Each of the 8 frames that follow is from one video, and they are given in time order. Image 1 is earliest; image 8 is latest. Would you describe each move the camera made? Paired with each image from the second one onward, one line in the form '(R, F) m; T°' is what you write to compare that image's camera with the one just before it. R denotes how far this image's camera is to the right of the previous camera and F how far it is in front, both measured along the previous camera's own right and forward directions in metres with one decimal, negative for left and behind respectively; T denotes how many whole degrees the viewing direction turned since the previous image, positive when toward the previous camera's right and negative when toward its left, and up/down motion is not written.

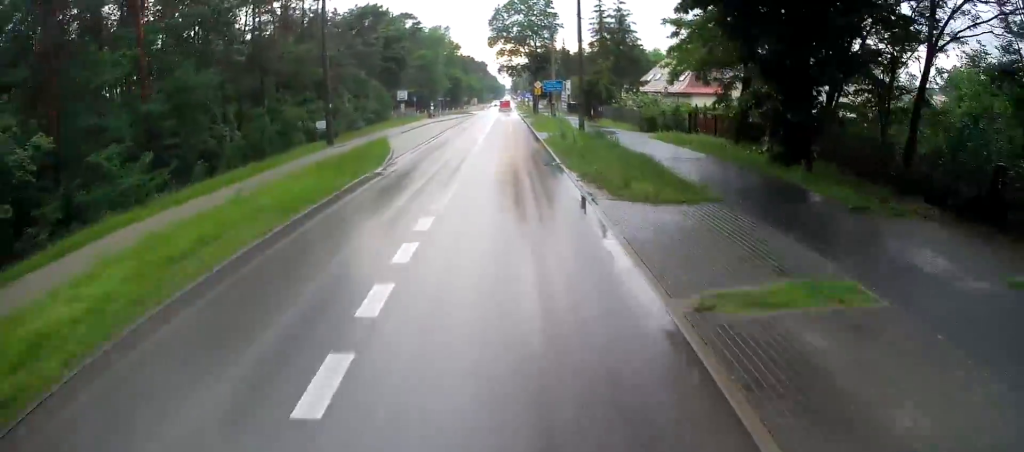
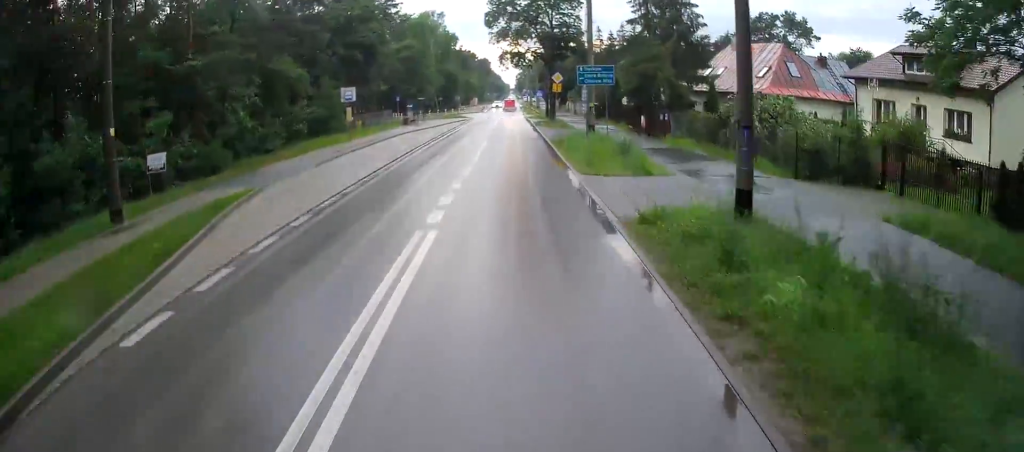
(-0.2, +20.8) m; +1°
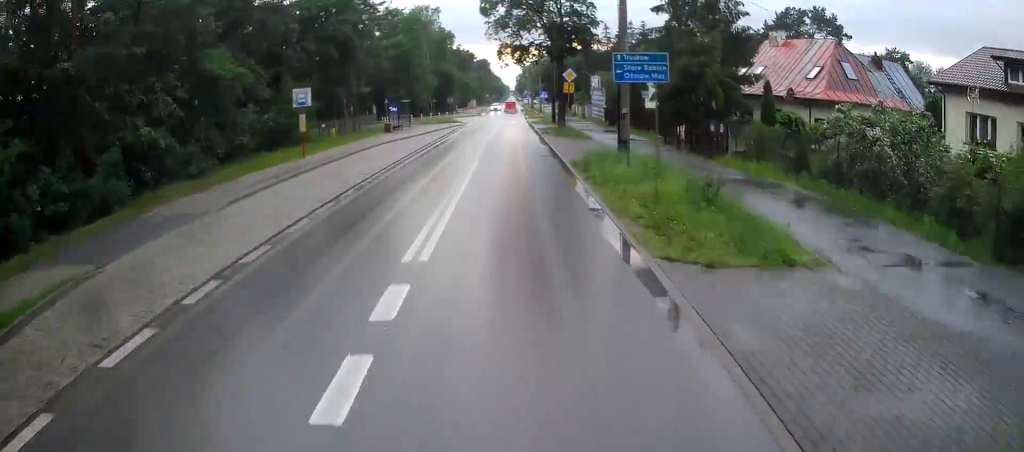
(+0.3, +8.6) m; 0°
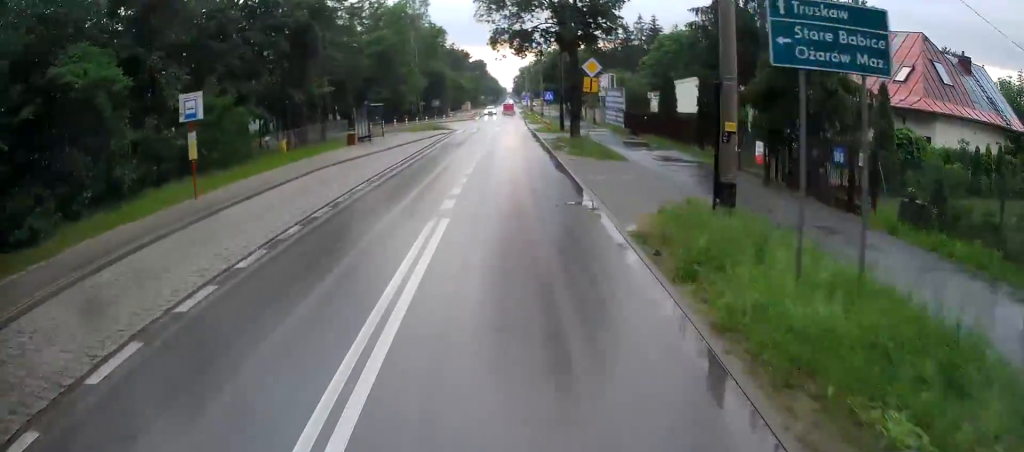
(+0.1, +10.4) m; 0°
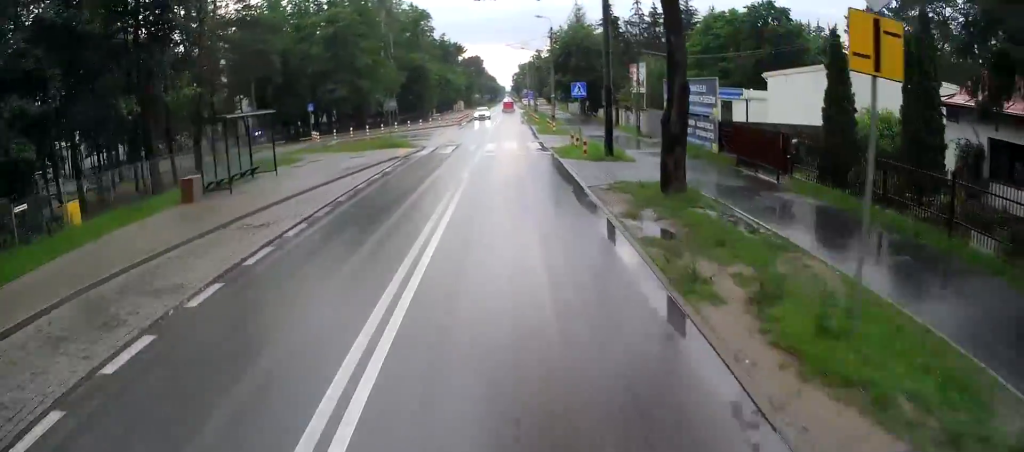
(-0.3, +19.9) m; -1°
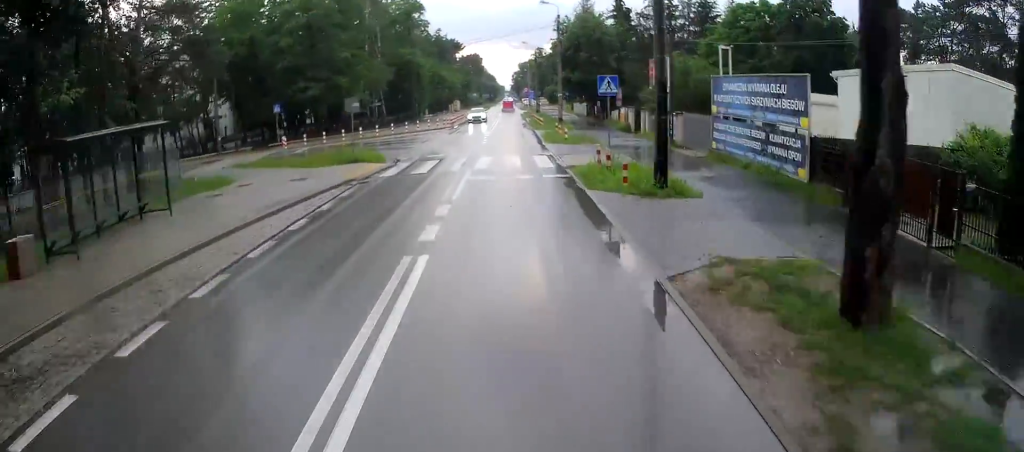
(0.0, +7.8) m; 0°
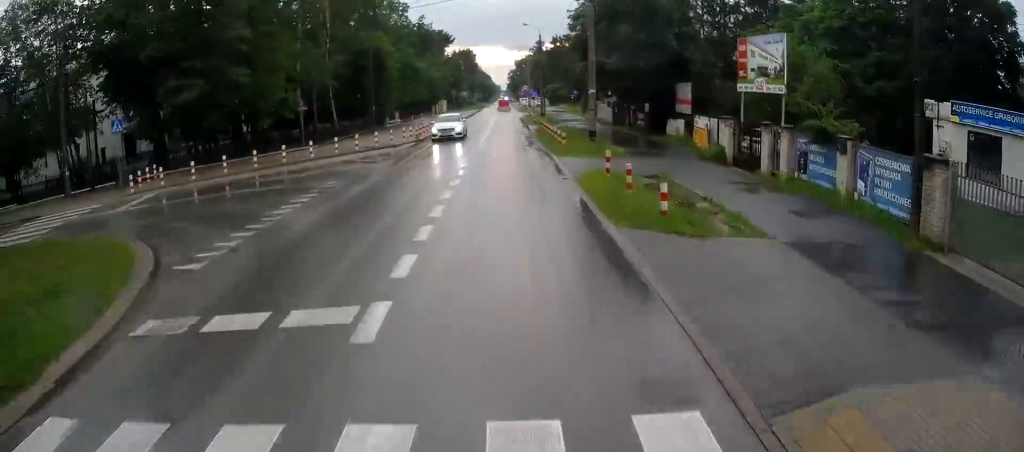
(-0.1, +19.3) m; -1°
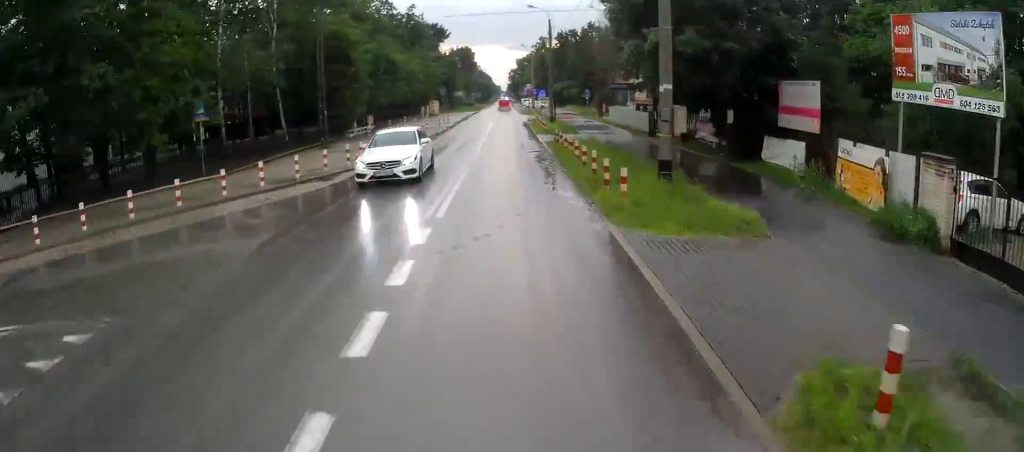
(0.0, +12.5) m; +1°
